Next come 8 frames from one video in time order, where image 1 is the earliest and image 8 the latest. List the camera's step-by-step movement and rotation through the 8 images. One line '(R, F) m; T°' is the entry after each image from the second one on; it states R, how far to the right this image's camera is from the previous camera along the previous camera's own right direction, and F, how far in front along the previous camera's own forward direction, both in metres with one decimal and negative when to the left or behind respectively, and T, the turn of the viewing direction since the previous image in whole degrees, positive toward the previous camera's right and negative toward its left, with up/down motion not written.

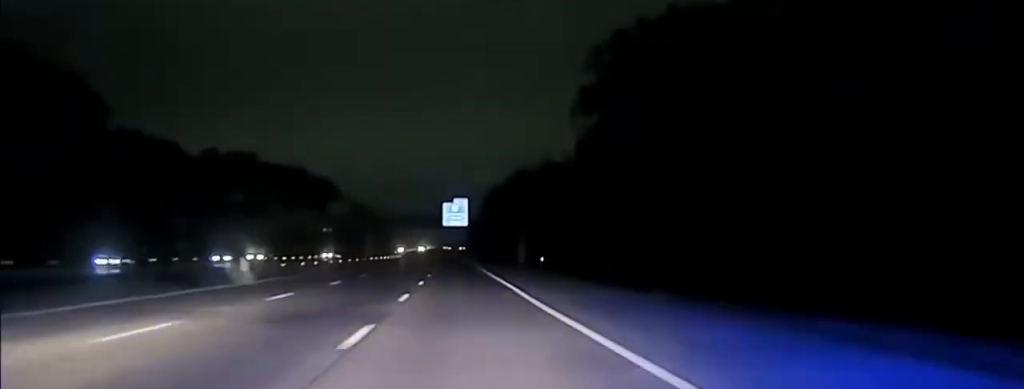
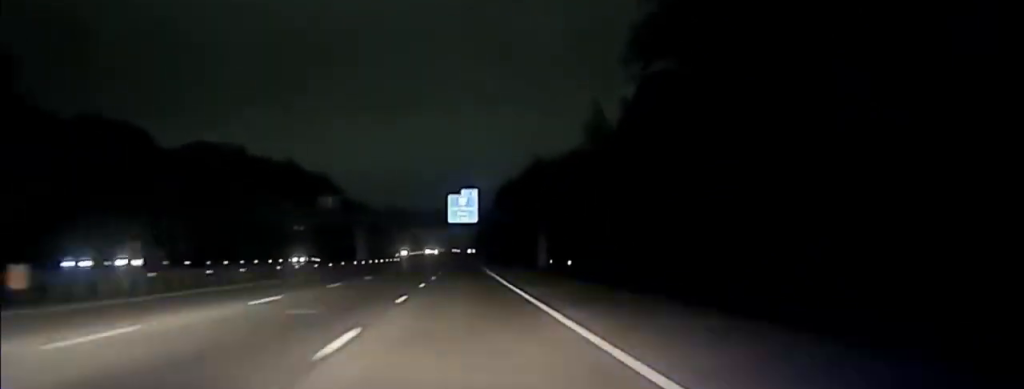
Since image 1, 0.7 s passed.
(0.0, +26.2) m; 0°
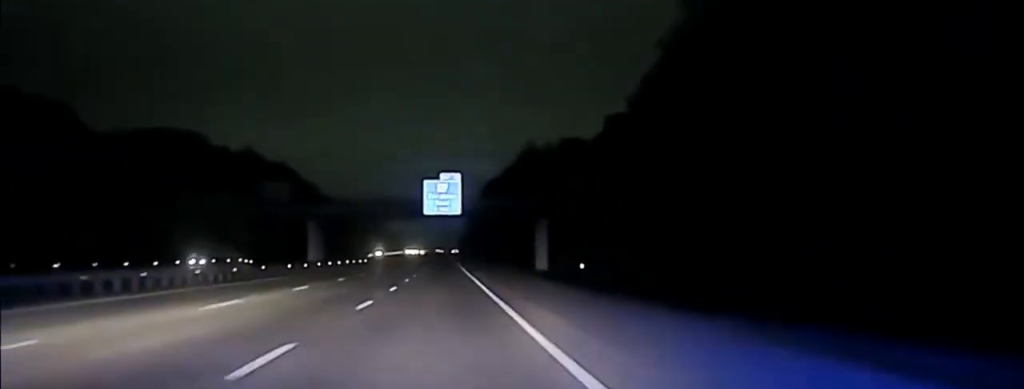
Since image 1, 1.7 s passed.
(+0.1, +32.5) m; 0°
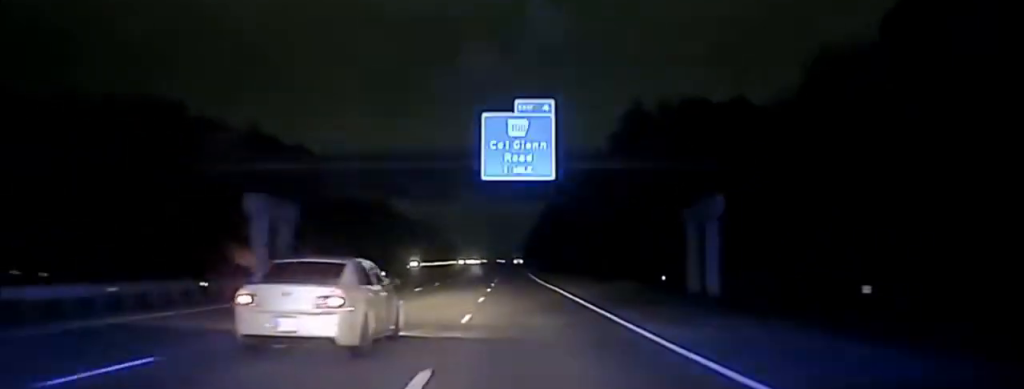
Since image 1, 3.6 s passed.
(-1.2, +54.2) m; -2°
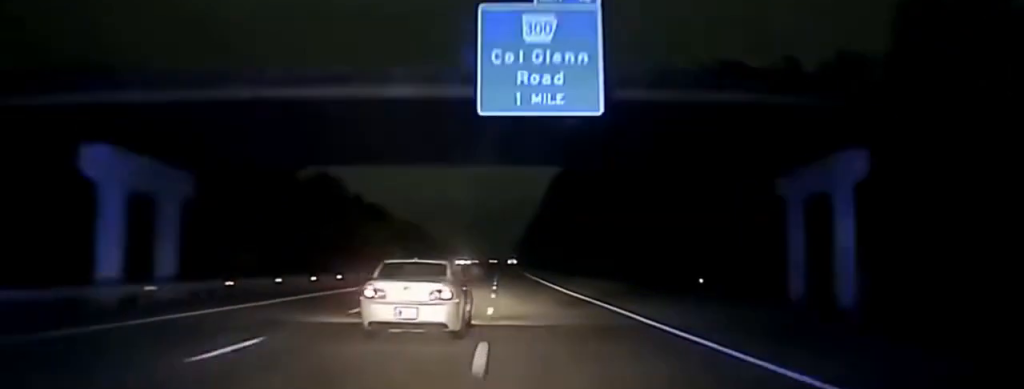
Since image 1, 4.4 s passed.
(0.0, +20.1) m; 0°
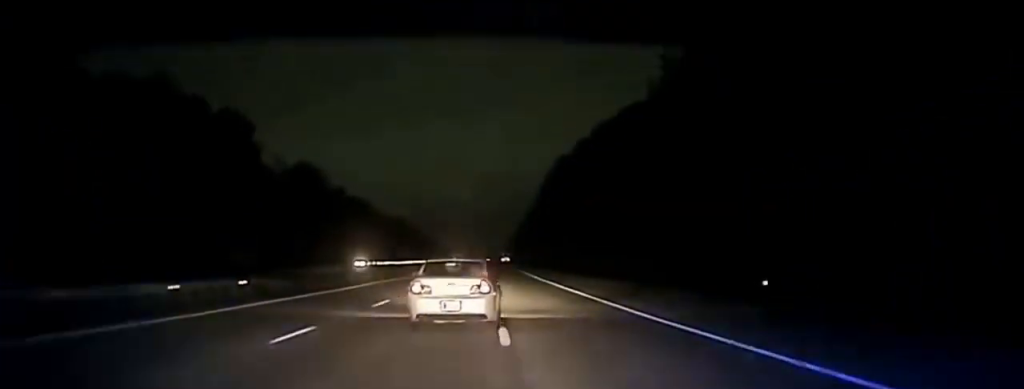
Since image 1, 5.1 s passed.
(+0.1, +21.0) m; 0°
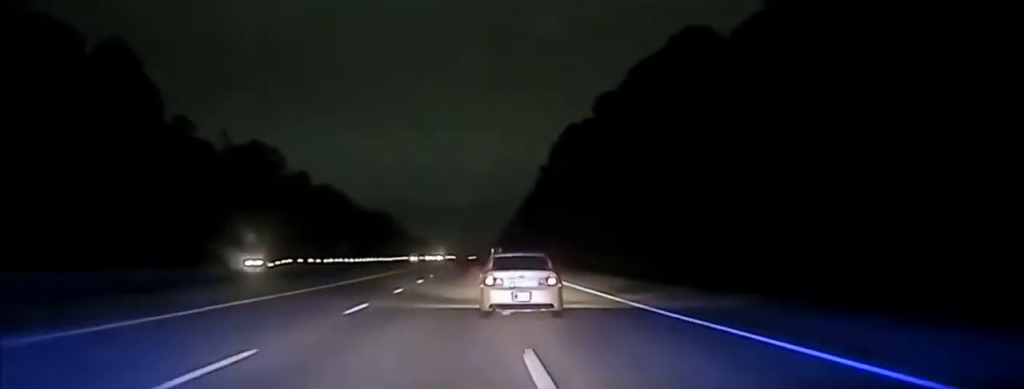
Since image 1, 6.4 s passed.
(+0.1, +36.5) m; +1°
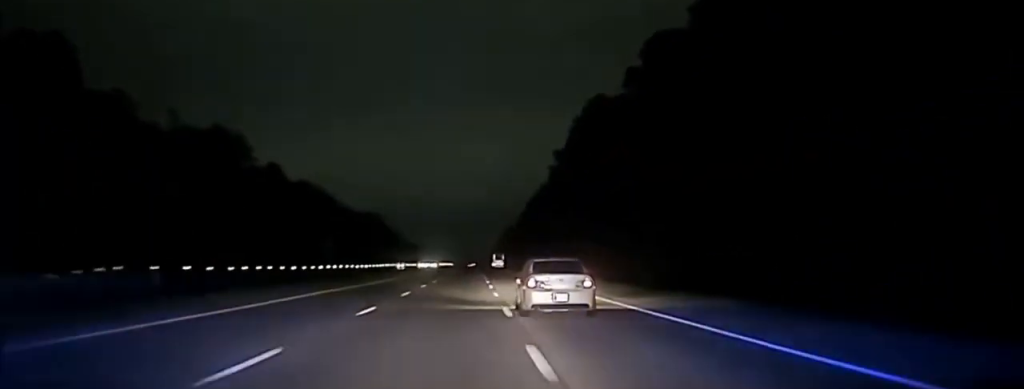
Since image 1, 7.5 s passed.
(+0.2, +32.6) m; +1°
